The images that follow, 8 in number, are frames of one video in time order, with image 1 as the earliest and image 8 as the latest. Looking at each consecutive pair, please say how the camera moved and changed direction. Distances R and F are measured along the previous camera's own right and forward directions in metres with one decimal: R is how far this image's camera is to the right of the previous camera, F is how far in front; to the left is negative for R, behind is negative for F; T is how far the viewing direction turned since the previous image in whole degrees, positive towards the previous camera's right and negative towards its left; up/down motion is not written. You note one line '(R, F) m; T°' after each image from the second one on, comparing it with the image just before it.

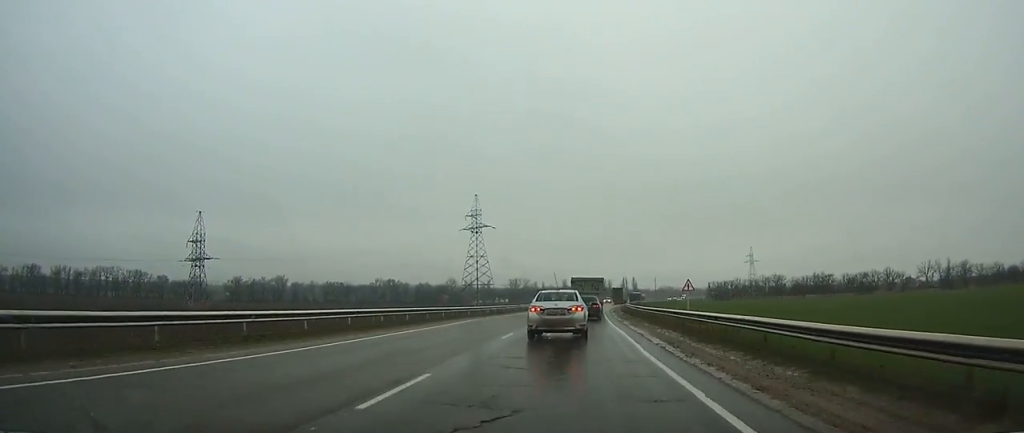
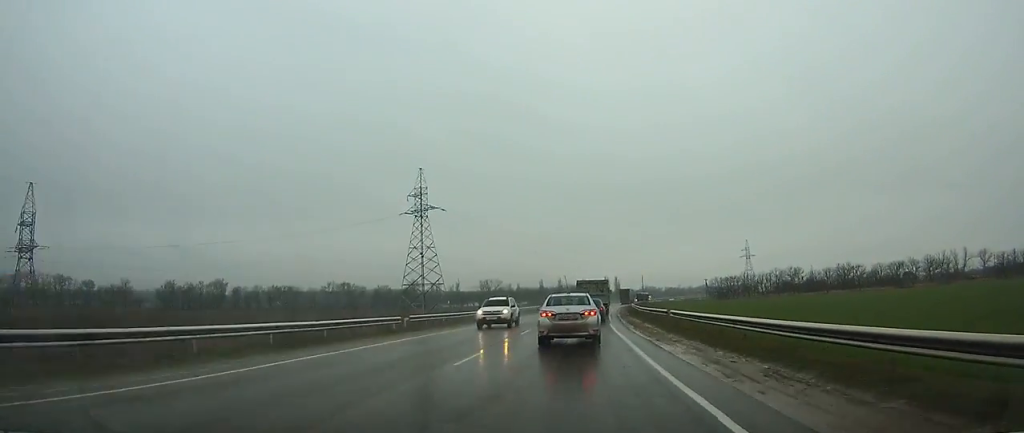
(+0.8, +42.7) m; +2°
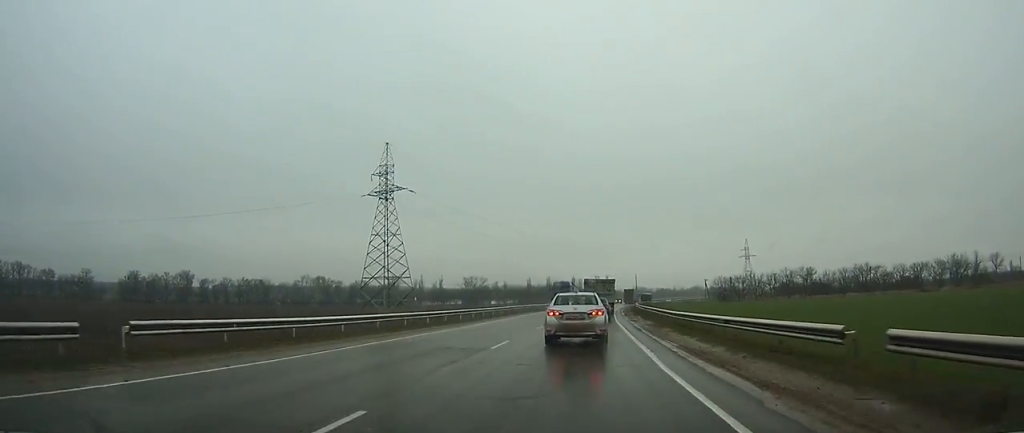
(+0.2, +20.7) m; +2°
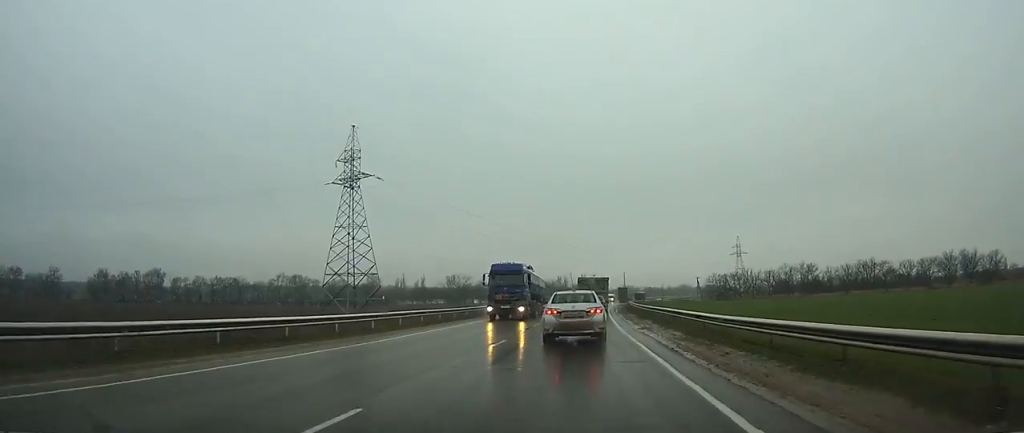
(+0.2, +11.9) m; +1°
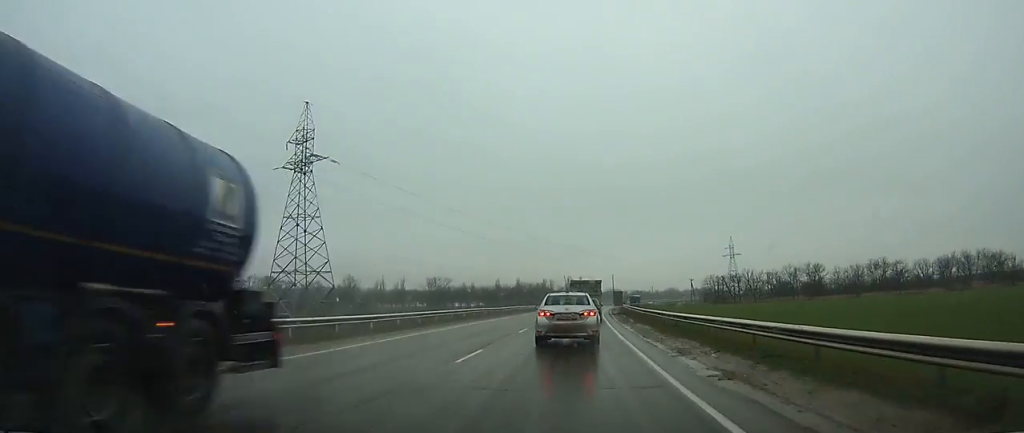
(+0.2, +15.0) m; +1°
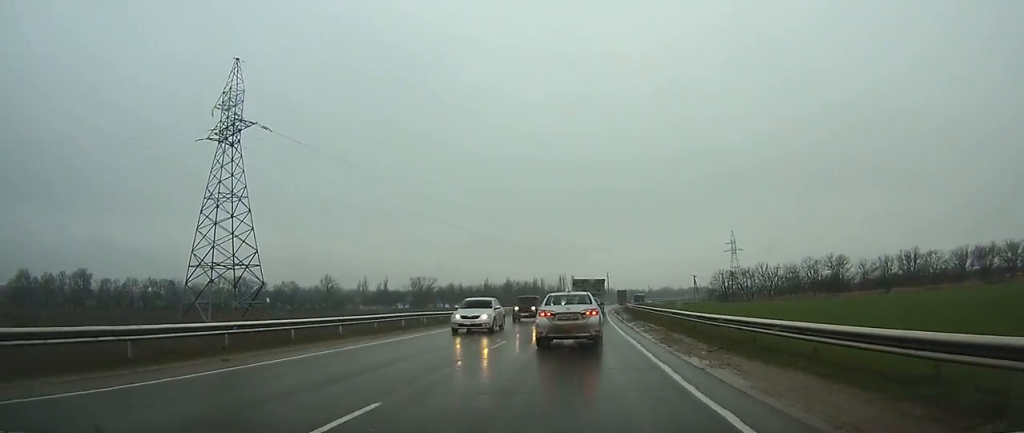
(+0.2, +19.4) m; +1°
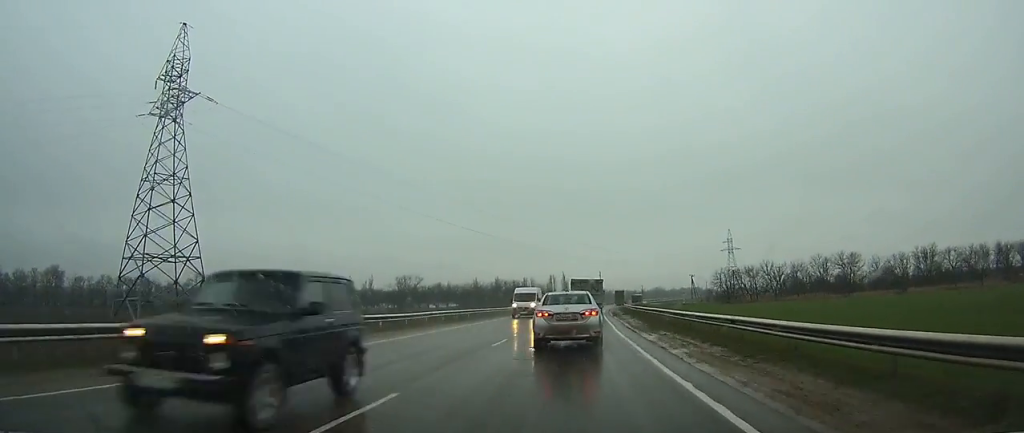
(0.0, +10.8) m; +1°
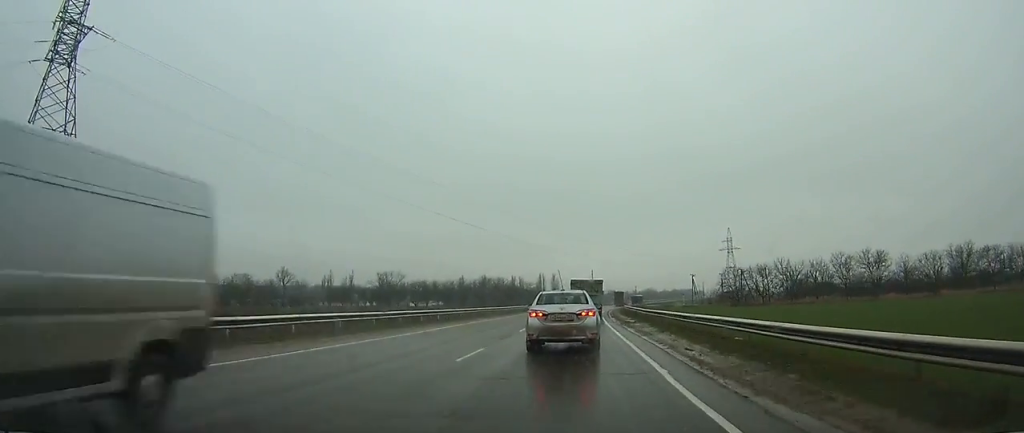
(+0.2, +16.6) m; +1°
